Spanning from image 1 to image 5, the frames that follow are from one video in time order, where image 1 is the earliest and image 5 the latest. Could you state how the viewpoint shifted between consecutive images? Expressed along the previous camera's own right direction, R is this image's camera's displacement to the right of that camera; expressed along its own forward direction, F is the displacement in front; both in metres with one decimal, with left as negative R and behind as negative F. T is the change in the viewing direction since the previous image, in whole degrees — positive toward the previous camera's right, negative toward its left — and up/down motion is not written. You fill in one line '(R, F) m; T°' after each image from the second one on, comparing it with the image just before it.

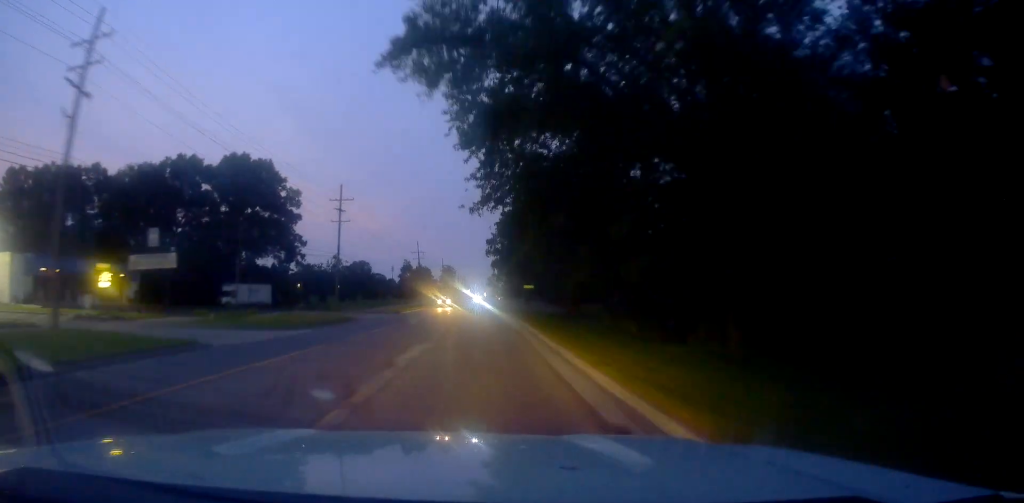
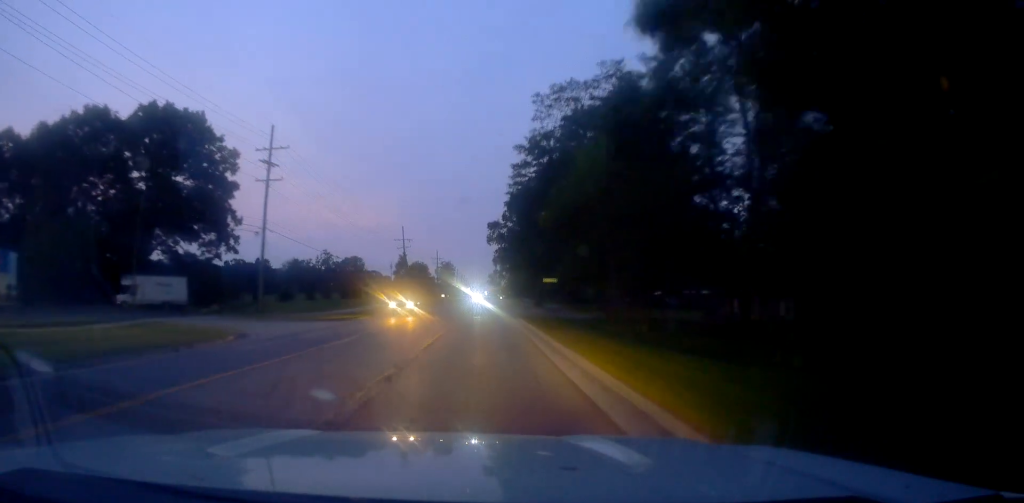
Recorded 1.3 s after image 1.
(+0.5, +23.6) m; +1°
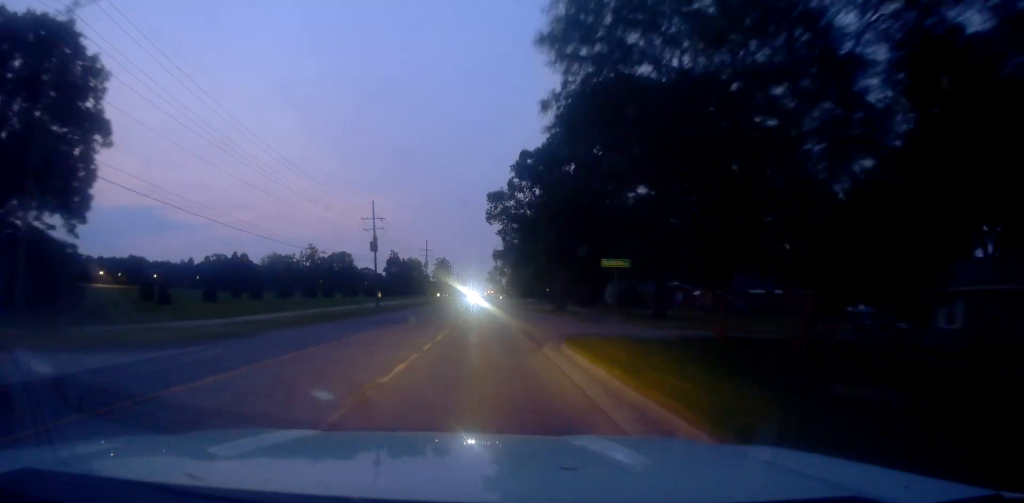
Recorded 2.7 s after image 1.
(-0.3, +26.0) m; 0°
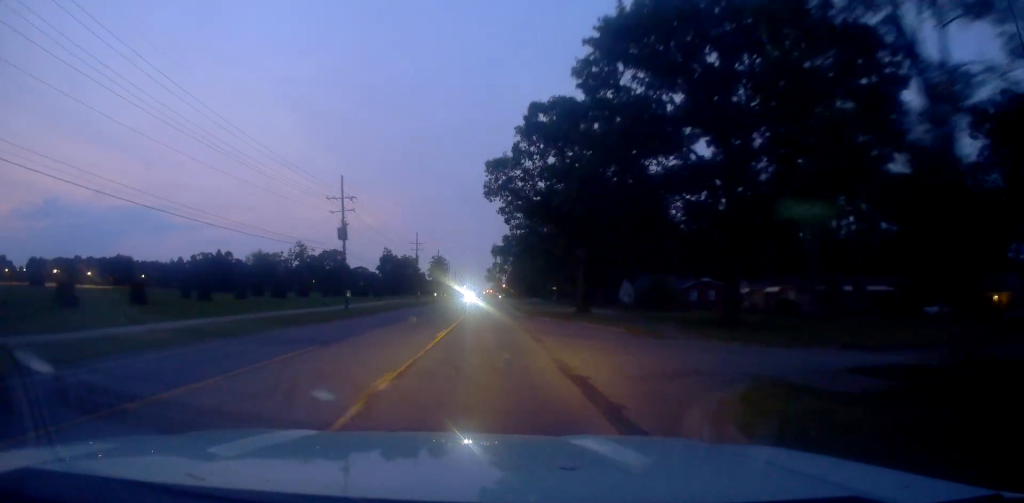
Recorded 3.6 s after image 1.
(+0.4, +15.7) m; 0°
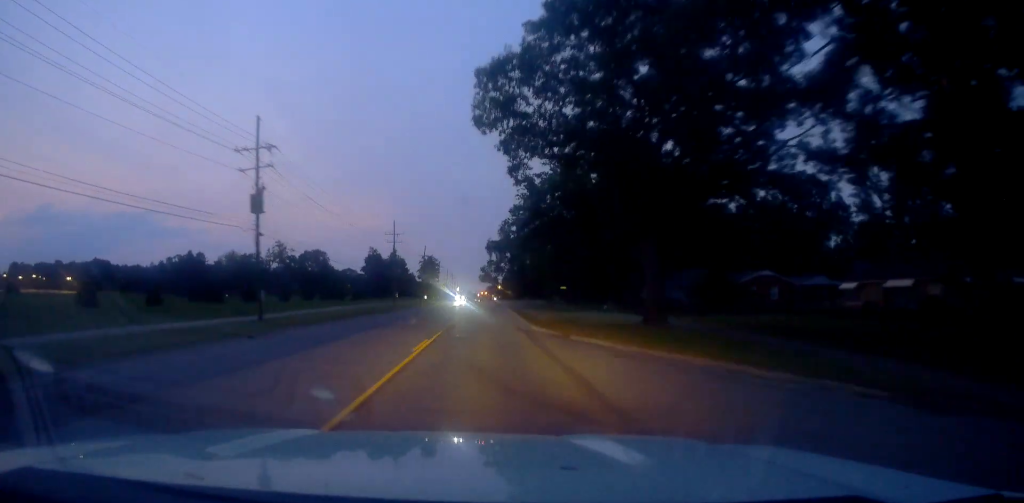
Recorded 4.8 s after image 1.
(-0.3, +21.7) m; +1°
